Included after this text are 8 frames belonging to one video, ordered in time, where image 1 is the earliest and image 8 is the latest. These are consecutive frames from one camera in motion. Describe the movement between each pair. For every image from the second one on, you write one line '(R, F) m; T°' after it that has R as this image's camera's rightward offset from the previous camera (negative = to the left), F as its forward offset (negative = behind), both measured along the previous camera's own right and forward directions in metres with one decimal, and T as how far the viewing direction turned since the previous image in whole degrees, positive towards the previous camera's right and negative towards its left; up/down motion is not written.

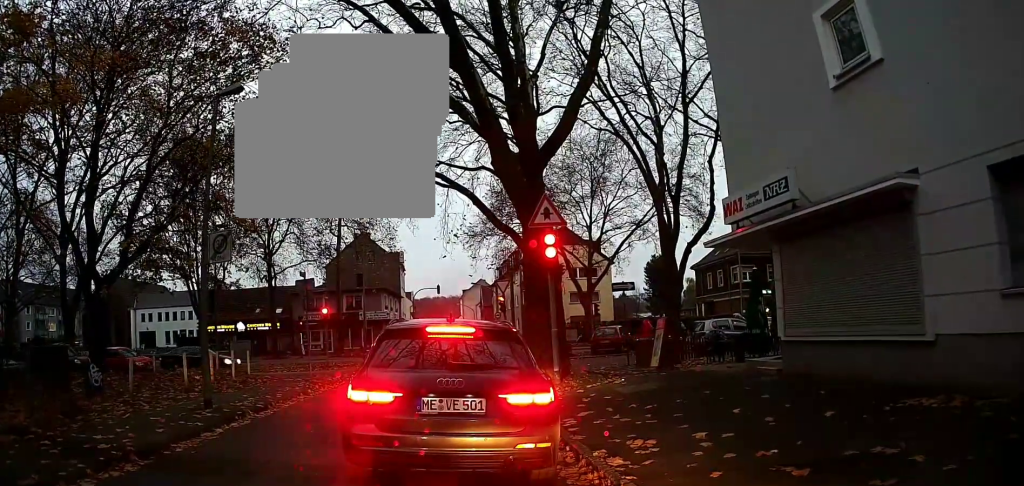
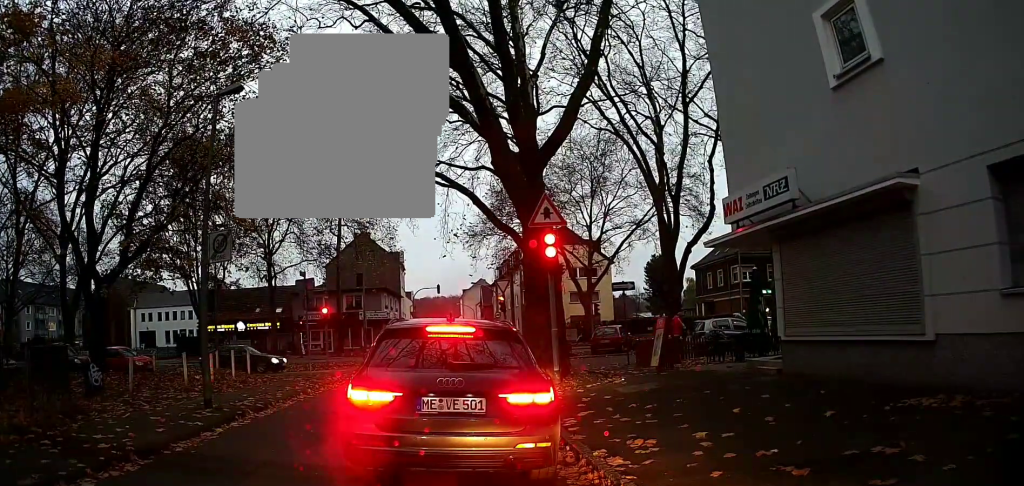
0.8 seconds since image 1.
(+0.2, +0.3) m; 0°
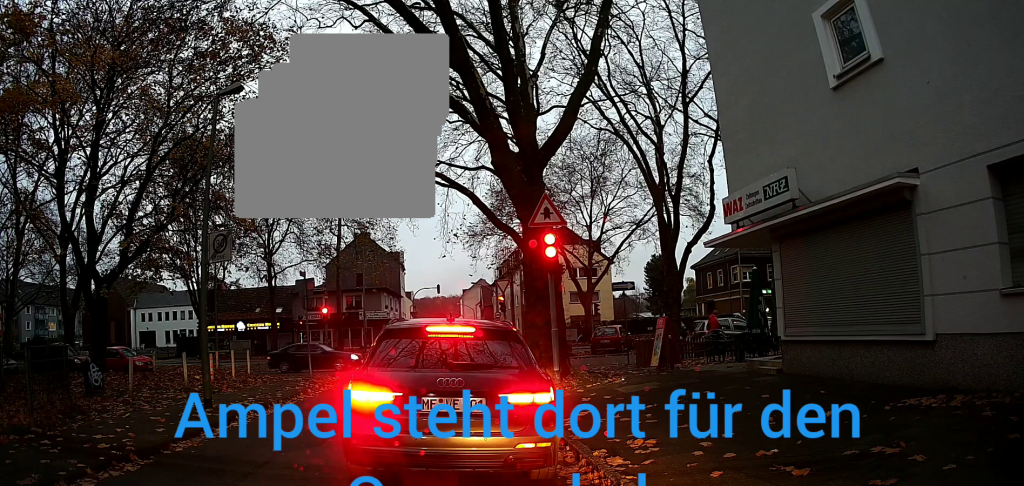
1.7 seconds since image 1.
(+0.2, +0.2) m; 0°
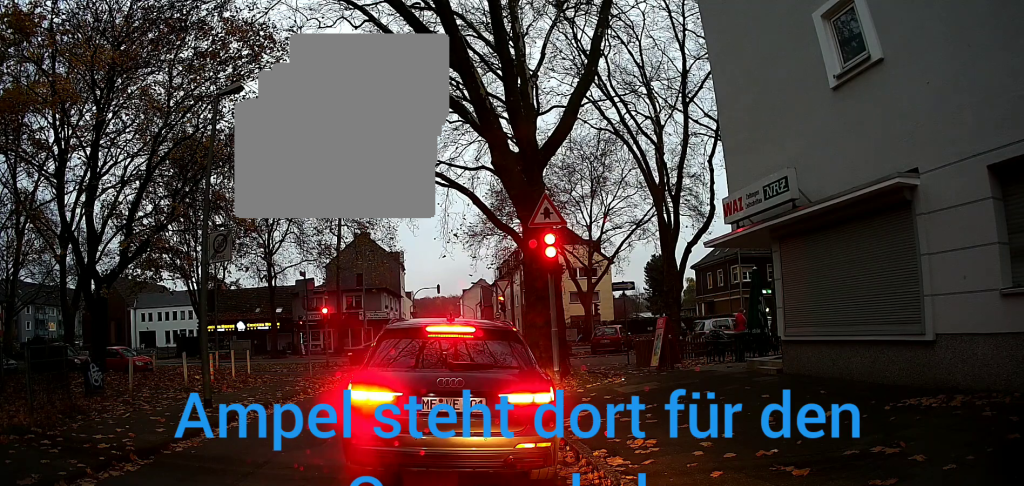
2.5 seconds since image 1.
(0.0, 0.0) m; 0°
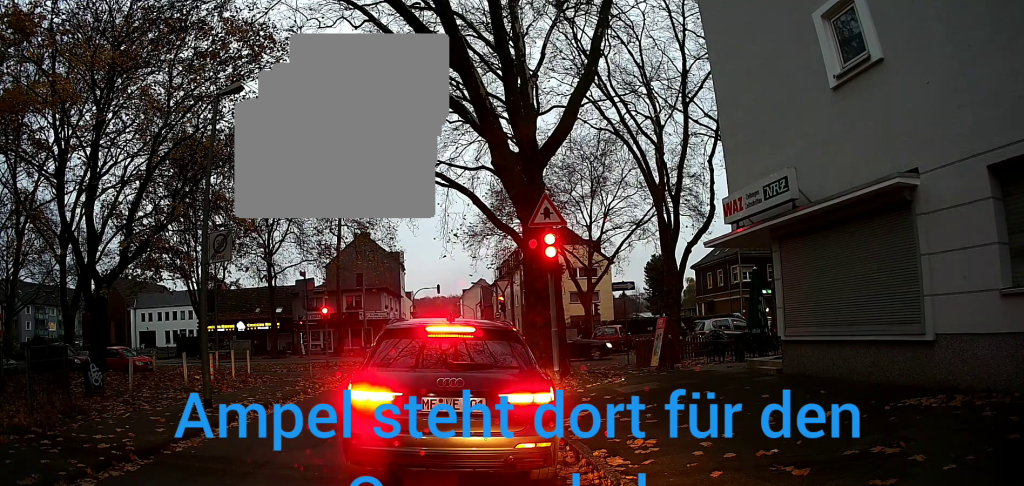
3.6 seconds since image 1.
(0.0, 0.0) m; 0°
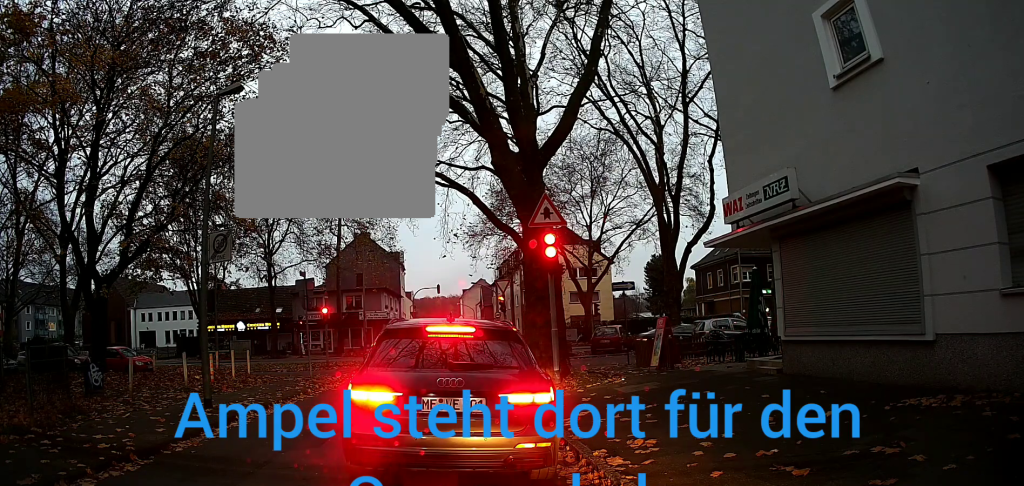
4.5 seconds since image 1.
(0.0, 0.0) m; 0°
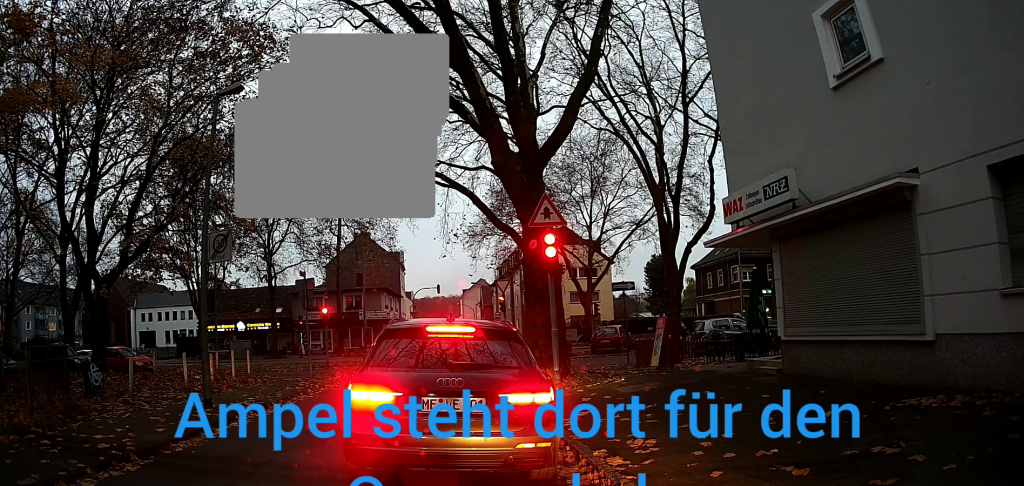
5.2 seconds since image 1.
(0.0, 0.0) m; 0°
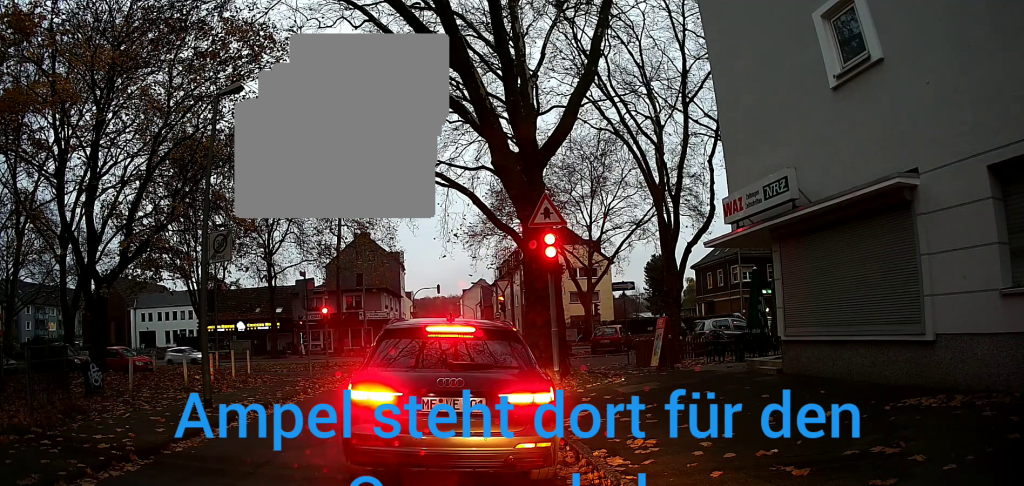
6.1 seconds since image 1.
(0.0, 0.0) m; 0°
